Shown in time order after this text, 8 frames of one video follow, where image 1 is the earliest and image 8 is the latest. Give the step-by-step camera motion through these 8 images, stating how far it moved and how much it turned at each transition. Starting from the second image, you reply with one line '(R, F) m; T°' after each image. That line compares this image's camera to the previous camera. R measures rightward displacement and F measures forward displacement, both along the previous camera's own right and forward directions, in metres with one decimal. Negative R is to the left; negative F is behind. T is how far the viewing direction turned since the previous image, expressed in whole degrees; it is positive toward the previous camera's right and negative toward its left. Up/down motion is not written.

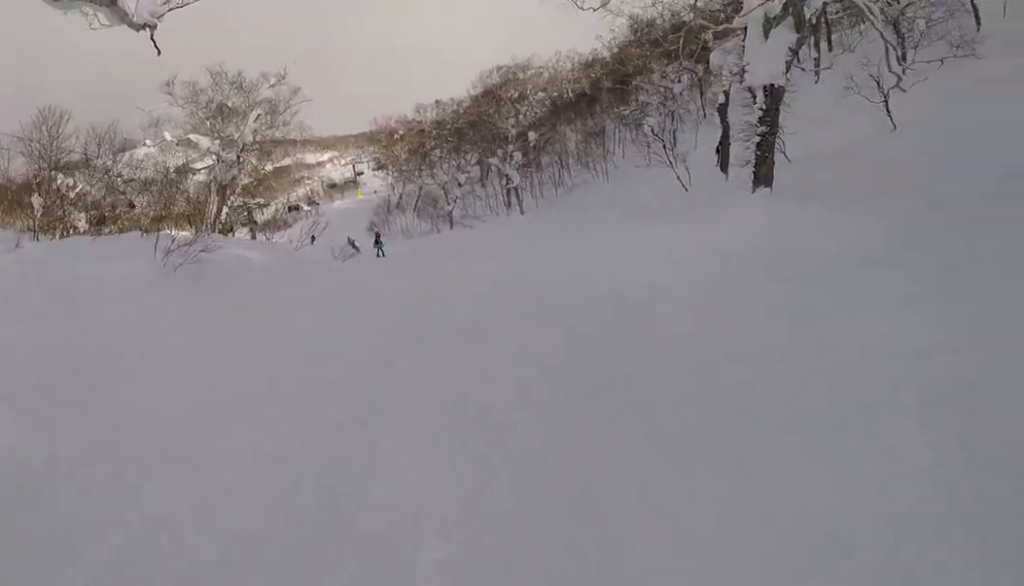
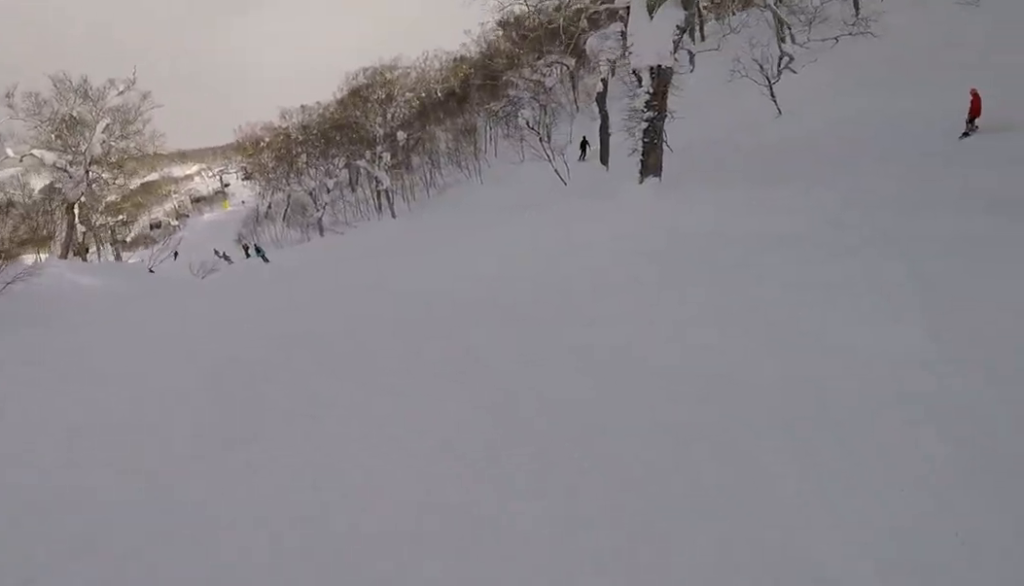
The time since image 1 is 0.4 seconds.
(+0.9, +2.4) m; +6°
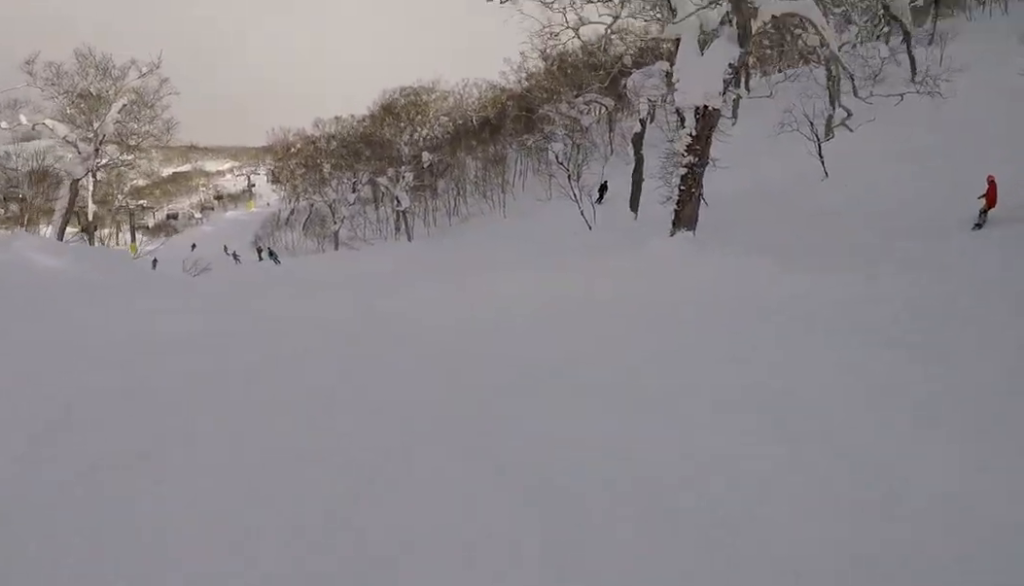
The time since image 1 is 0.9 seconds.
(-0.7, +2.7) m; -6°
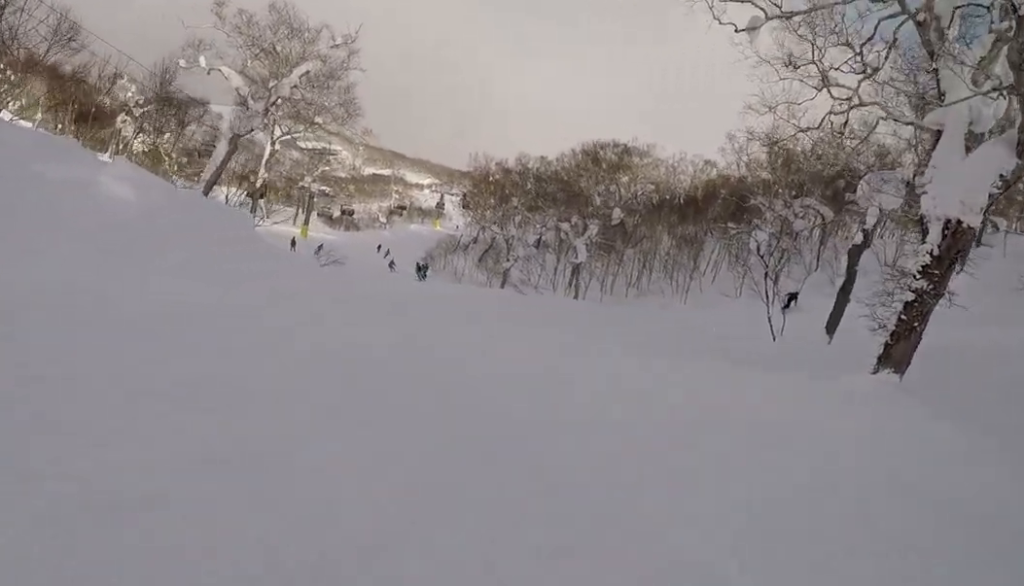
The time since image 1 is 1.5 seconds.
(-0.5, +3.9) m; -8°
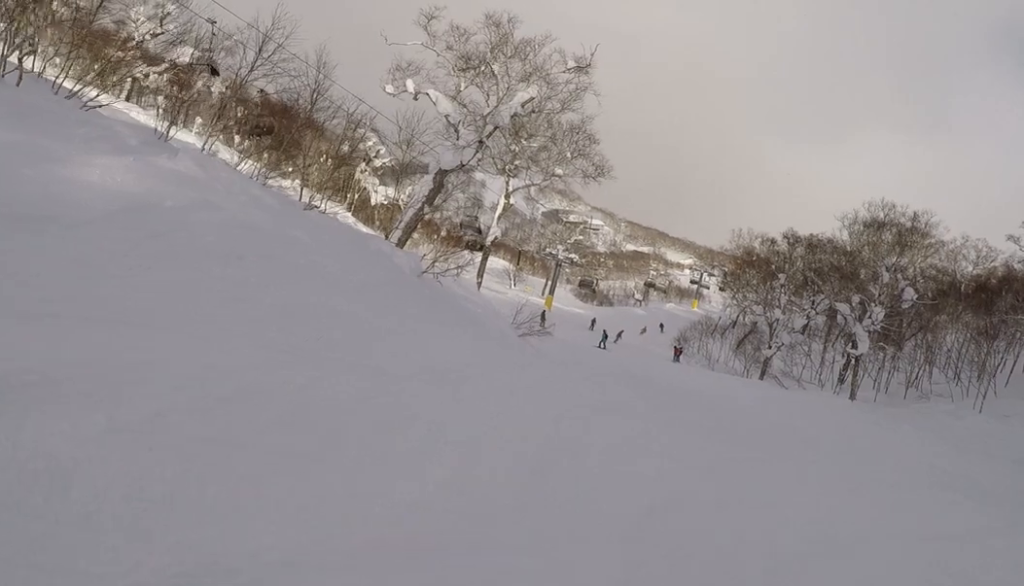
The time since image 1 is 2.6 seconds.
(0.0, +7.6) m; 0°
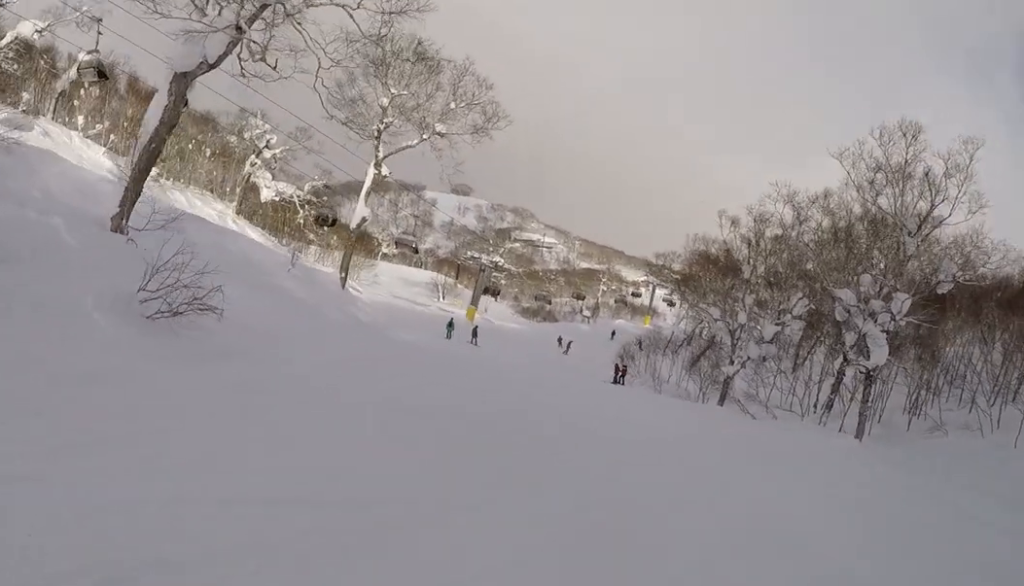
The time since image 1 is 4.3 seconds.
(0.0, +12.8) m; -10°
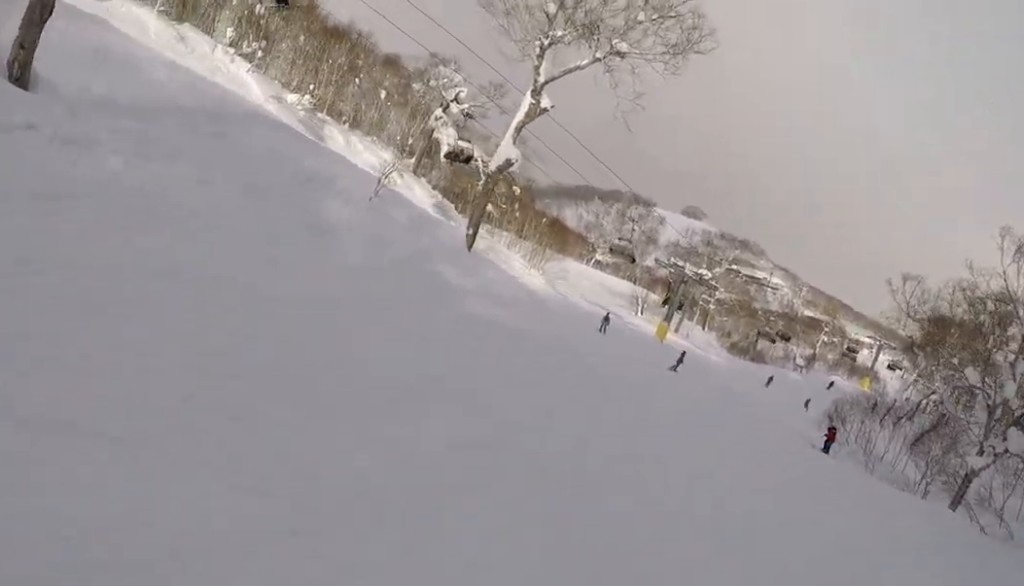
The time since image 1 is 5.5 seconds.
(-1.9, +9.3) m; -22°
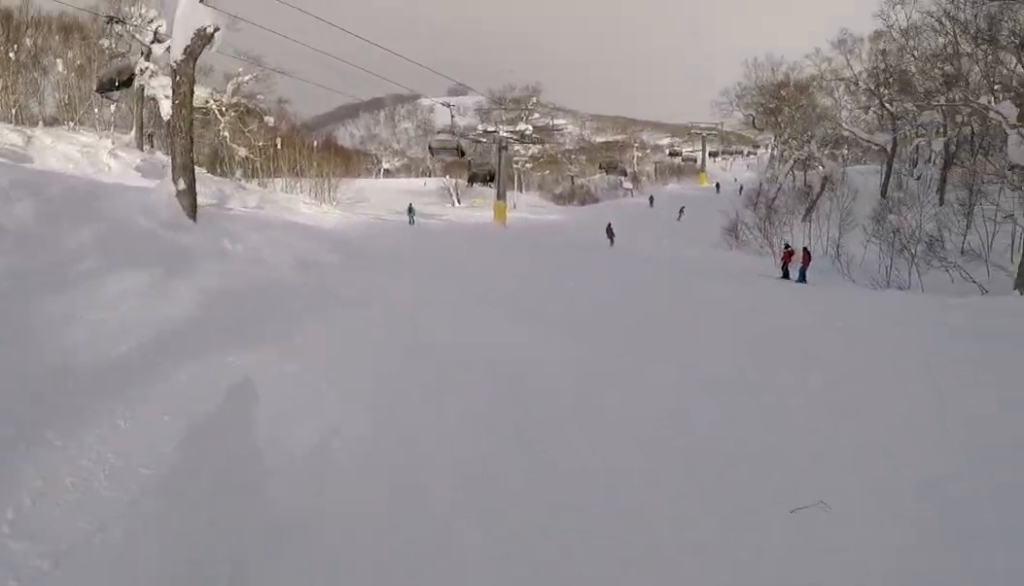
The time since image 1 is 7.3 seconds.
(+1.6, +13.2) m; +16°
